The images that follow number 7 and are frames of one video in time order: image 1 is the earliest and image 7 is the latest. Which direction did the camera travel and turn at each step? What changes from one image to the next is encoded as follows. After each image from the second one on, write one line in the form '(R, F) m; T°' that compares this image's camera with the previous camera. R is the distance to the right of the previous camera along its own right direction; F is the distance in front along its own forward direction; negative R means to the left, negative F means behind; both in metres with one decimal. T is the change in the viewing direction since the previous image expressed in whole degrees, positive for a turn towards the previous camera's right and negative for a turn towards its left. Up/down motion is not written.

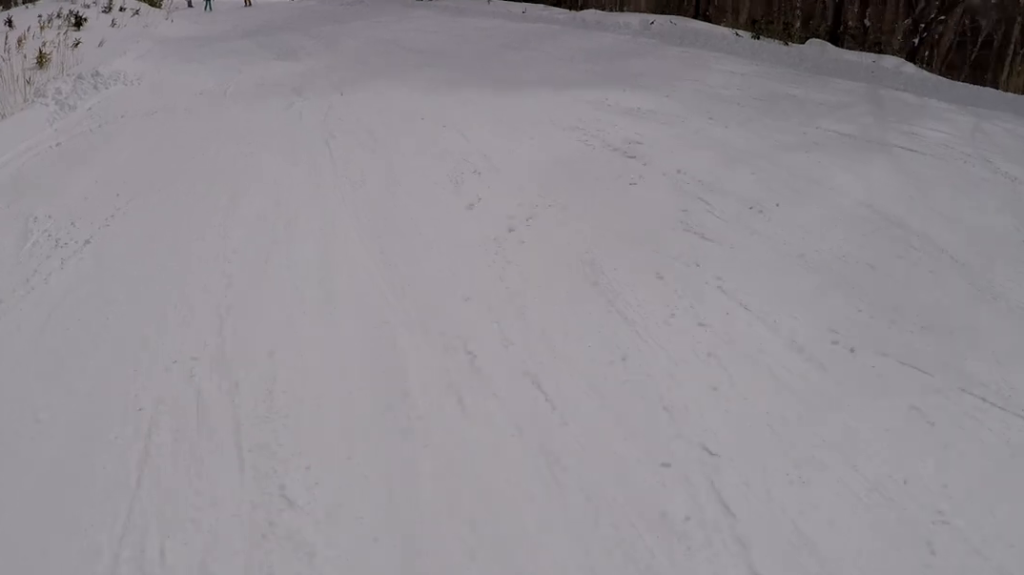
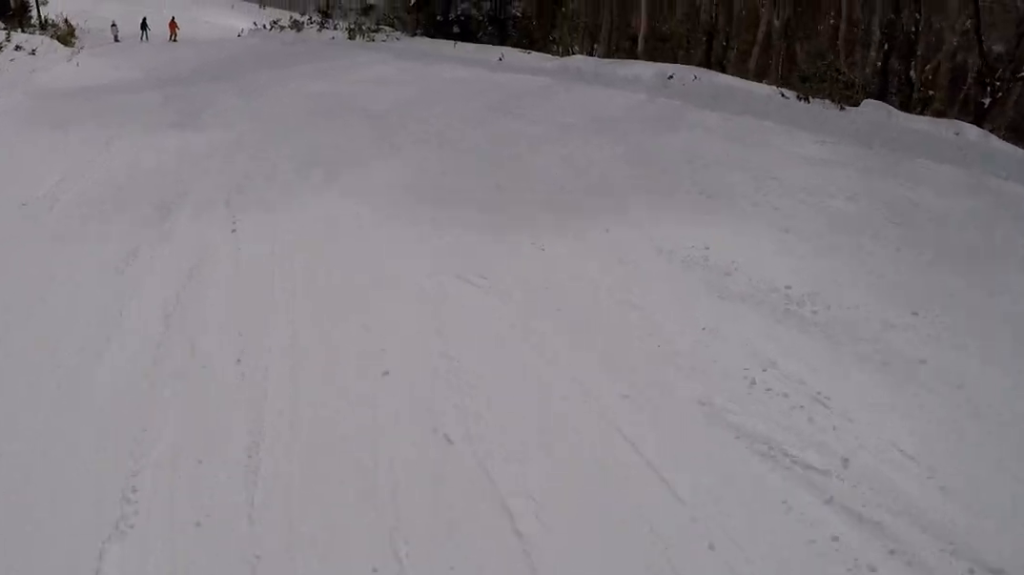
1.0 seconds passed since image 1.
(+0.9, +6.0) m; -9°
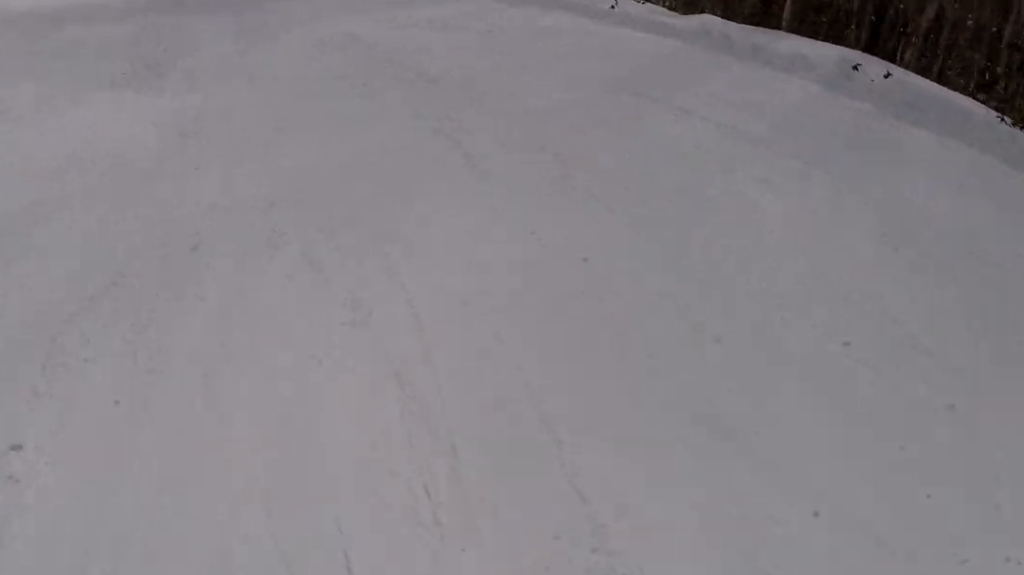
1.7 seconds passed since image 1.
(-1.5, +4.6) m; -11°
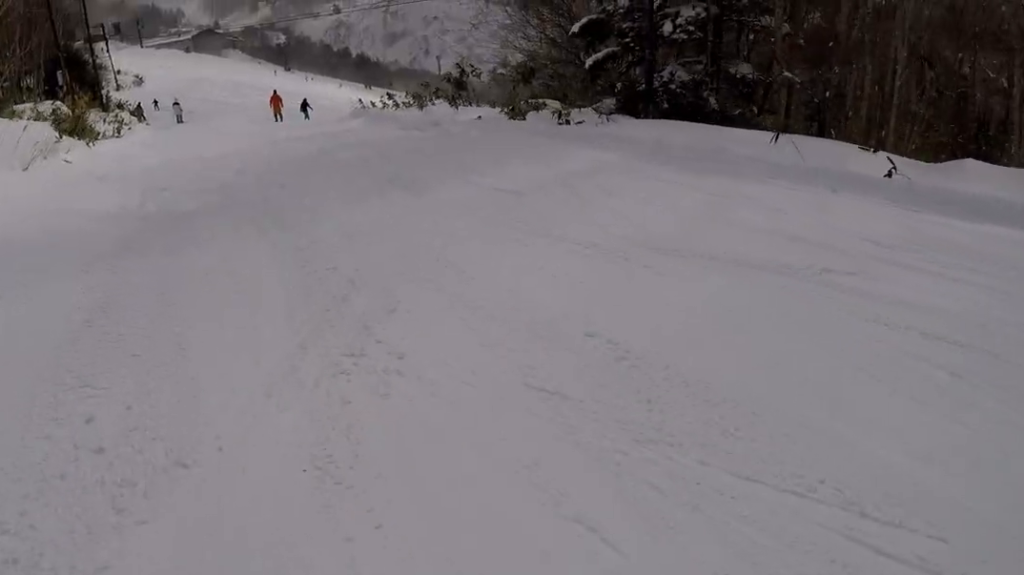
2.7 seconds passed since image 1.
(+0.1, +7.1) m; +2°
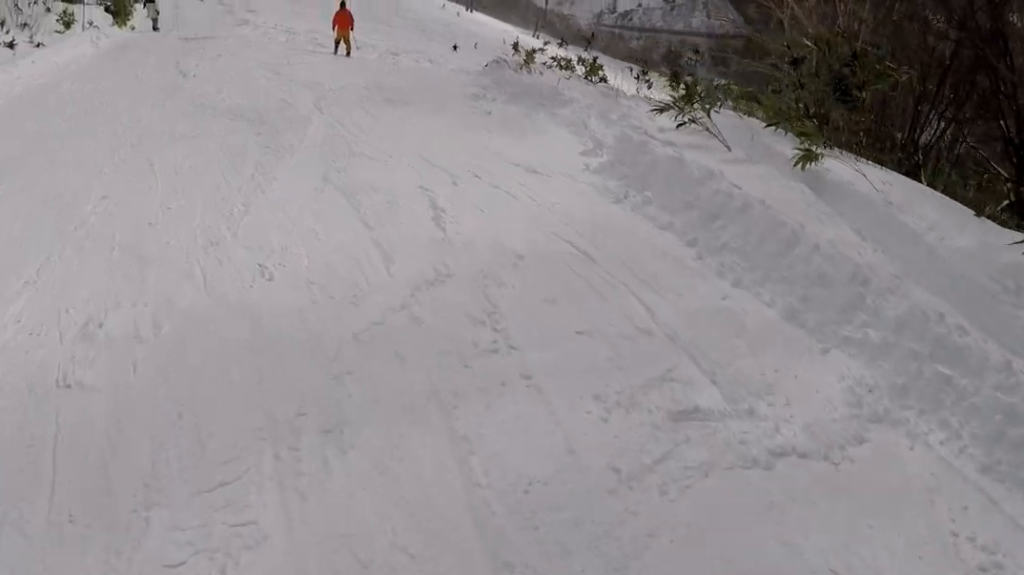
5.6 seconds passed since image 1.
(-3.1, +17.6) m; -14°
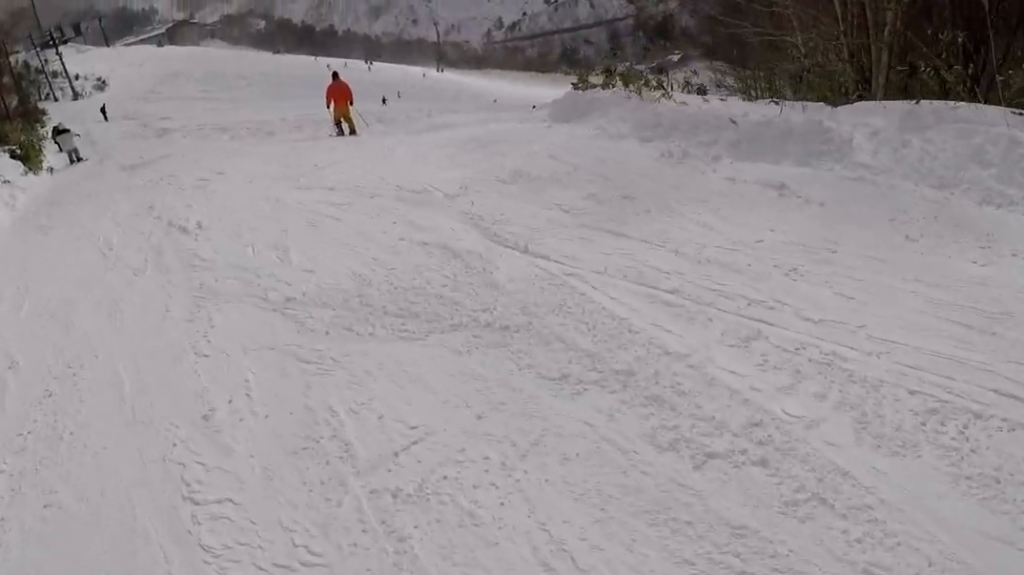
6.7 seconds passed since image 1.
(+1.1, +5.8) m; +1°
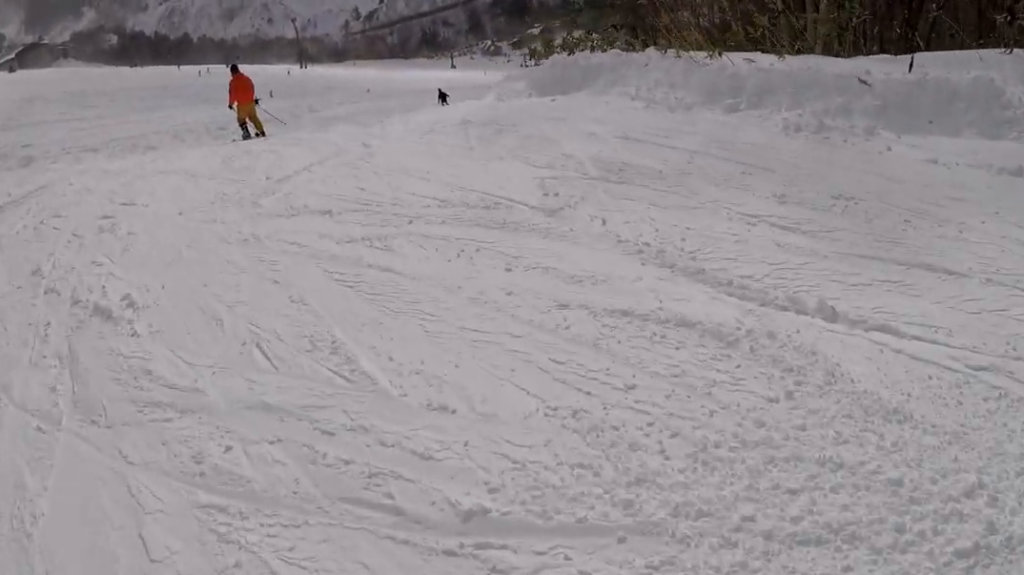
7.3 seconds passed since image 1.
(-0.6, +3.1) m; -1°
